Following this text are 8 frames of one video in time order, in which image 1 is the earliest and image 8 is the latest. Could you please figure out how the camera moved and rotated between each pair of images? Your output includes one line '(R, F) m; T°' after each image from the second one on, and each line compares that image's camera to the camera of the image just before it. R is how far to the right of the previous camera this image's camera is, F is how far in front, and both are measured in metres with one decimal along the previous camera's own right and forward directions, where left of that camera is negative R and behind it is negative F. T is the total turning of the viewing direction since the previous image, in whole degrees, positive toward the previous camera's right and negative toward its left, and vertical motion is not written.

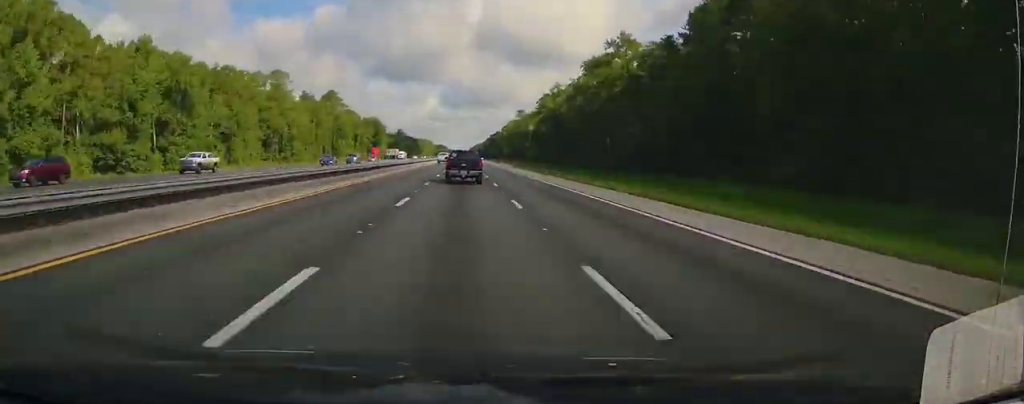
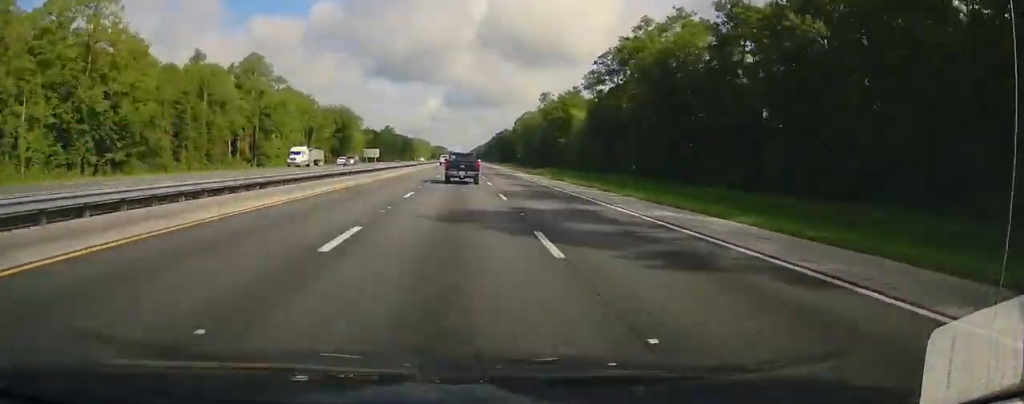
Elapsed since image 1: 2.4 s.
(-0.4, +83.5) m; 0°
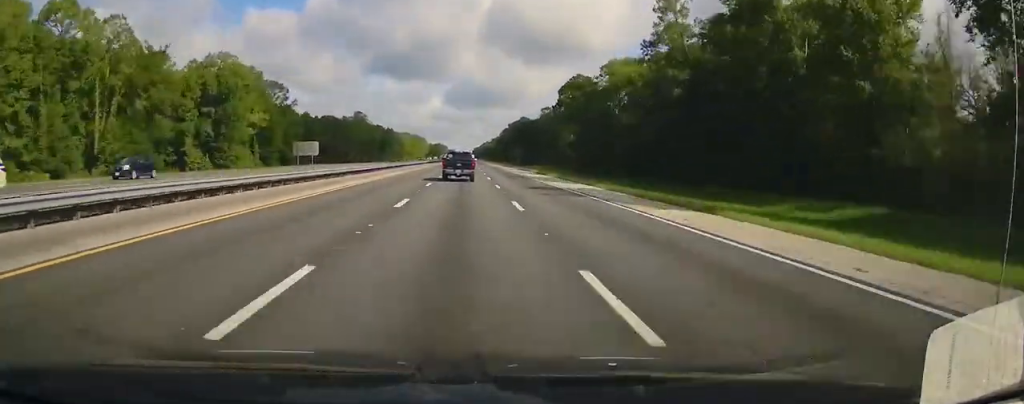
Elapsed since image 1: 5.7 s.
(0.0, +116.4) m; 0°
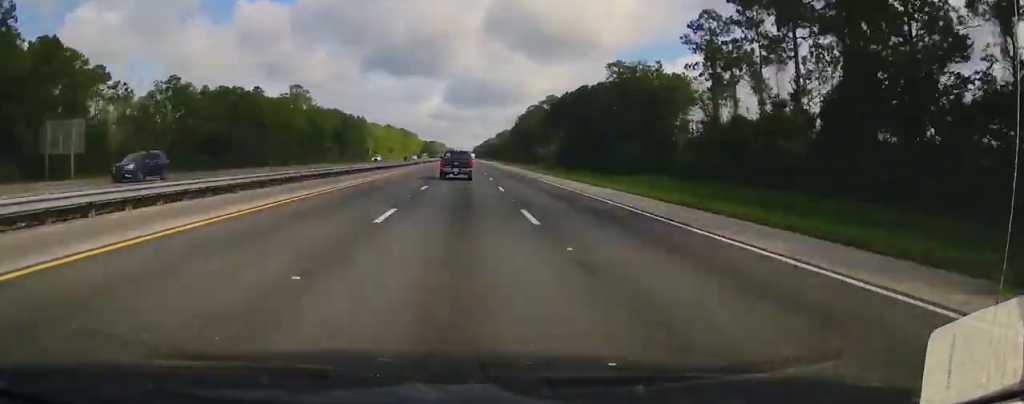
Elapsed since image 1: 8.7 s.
(+0.1, +102.7) m; 0°
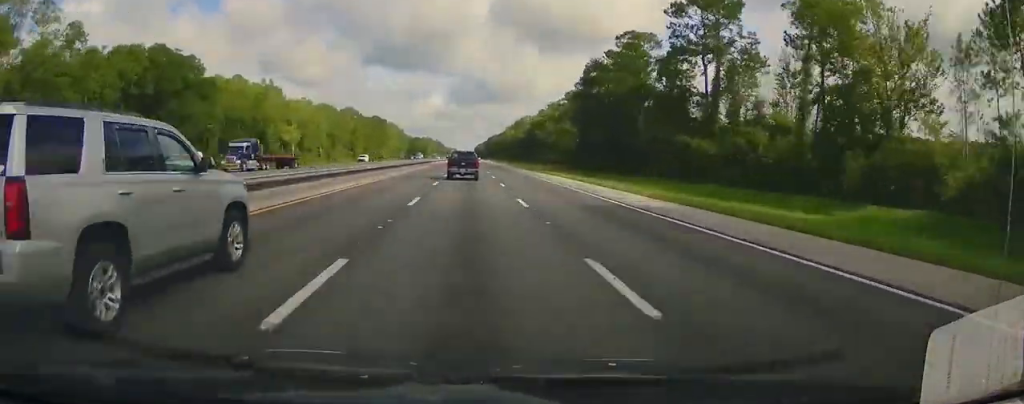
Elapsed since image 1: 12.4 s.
(-0.1, +130.8) m; 0°
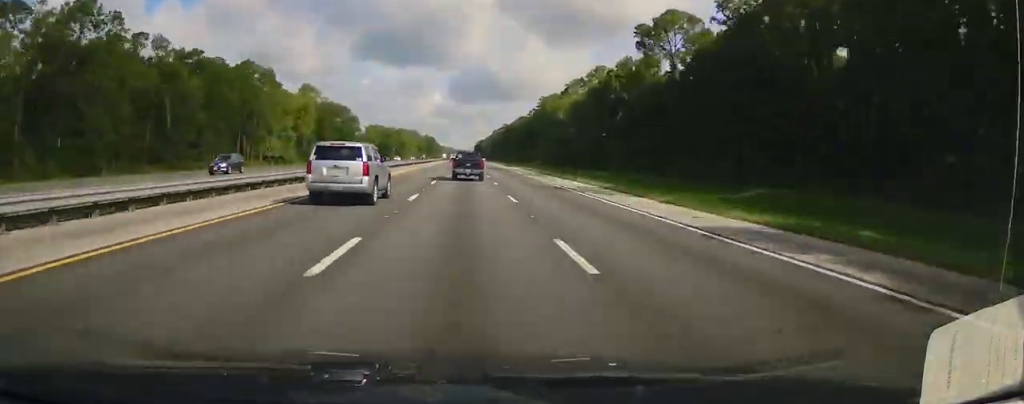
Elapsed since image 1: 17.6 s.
(-0.1, +182.4) m; 0°
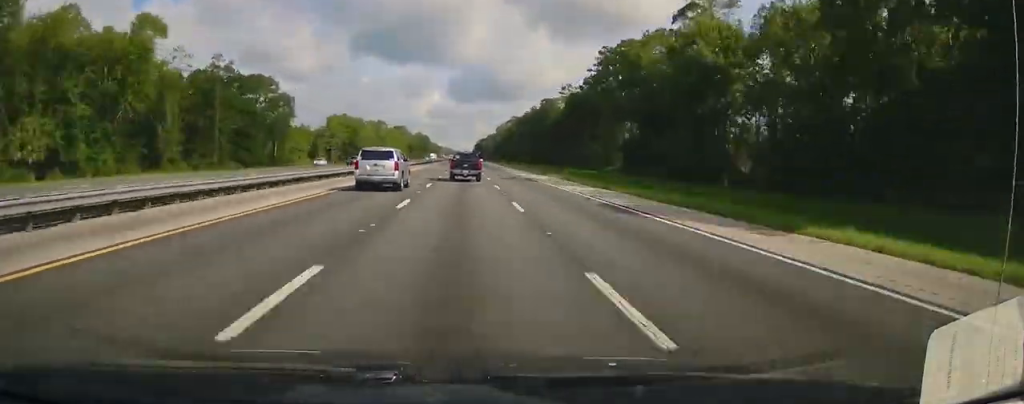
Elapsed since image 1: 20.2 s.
(0.0, +88.8) m; 0°
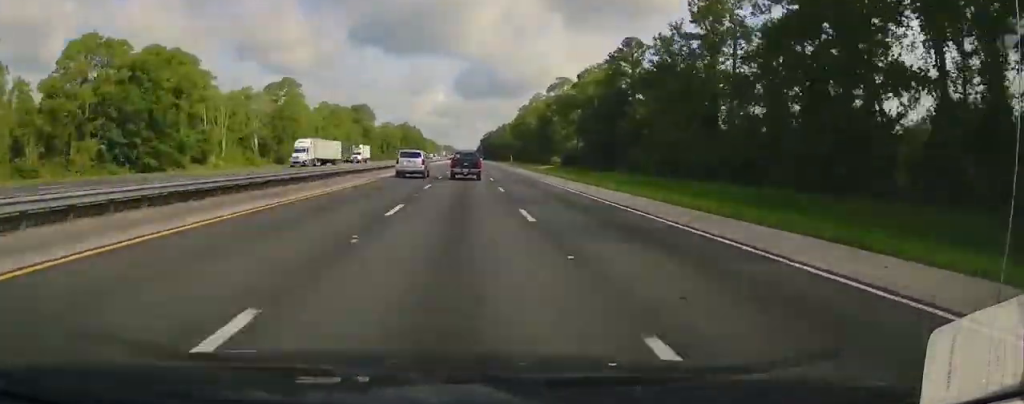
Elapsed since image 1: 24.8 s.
(0.0, +163.4) m; 0°
